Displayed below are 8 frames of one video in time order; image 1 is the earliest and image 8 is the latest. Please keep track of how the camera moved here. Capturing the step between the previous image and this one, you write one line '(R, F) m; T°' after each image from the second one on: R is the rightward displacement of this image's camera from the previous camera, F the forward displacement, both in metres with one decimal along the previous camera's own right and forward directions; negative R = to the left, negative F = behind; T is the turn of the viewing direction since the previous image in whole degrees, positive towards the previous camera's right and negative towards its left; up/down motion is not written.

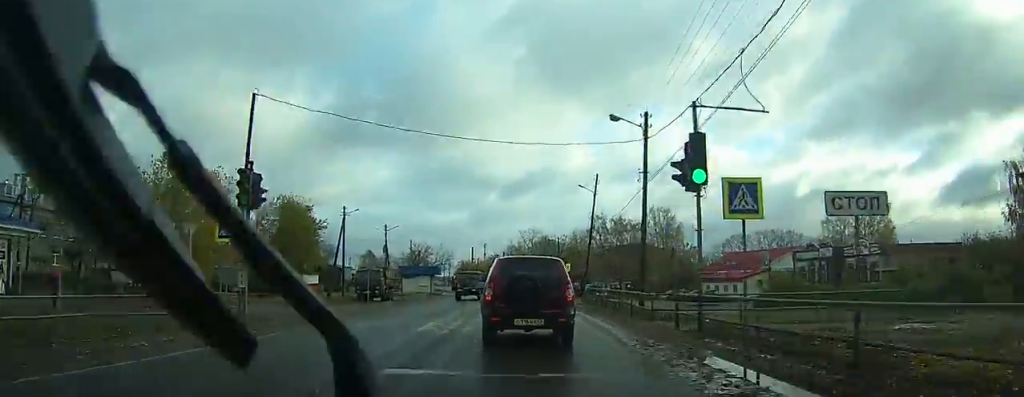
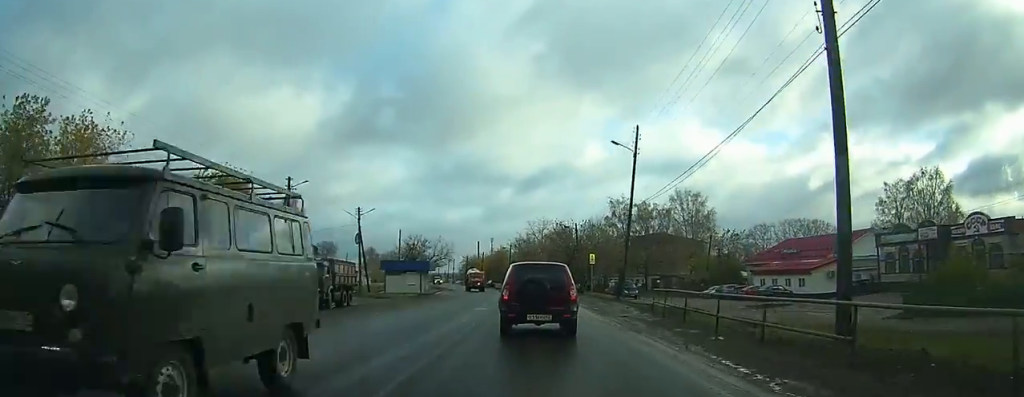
(-0.4, +15.5) m; -2°
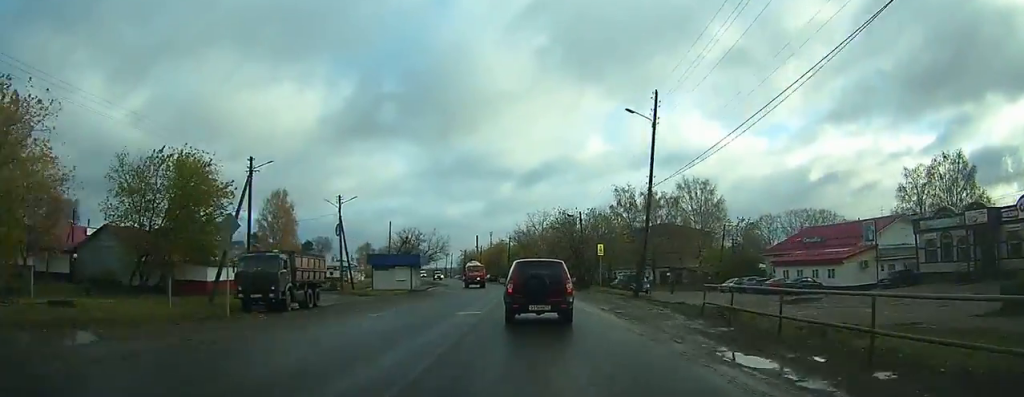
(-0.1, +5.8) m; 0°
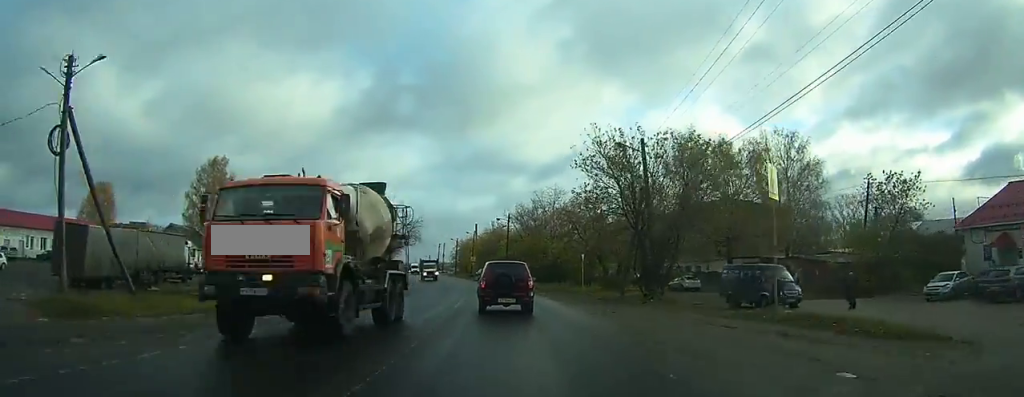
(+0.4, +33.9) m; 0°
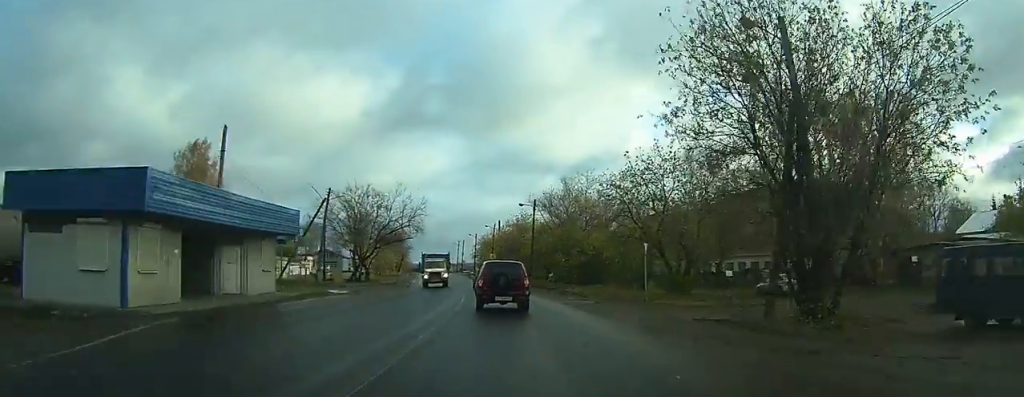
(-0.2, +16.2) m; -2°
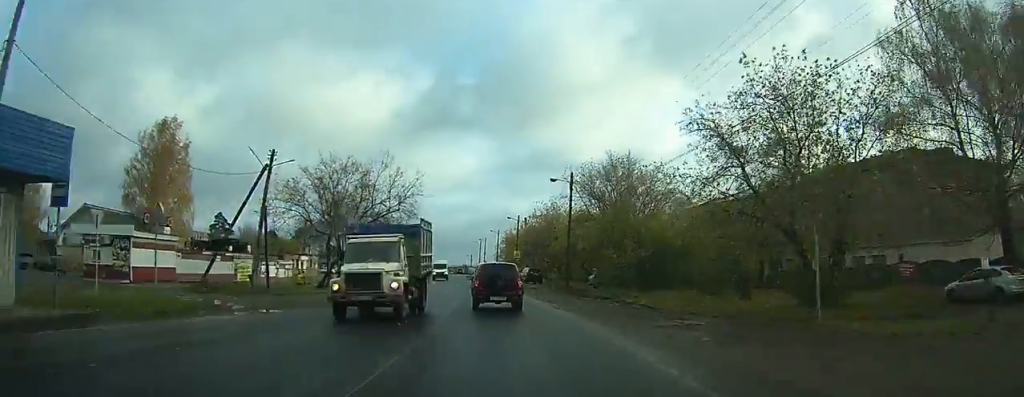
(-0.3, +17.2) m; -3°
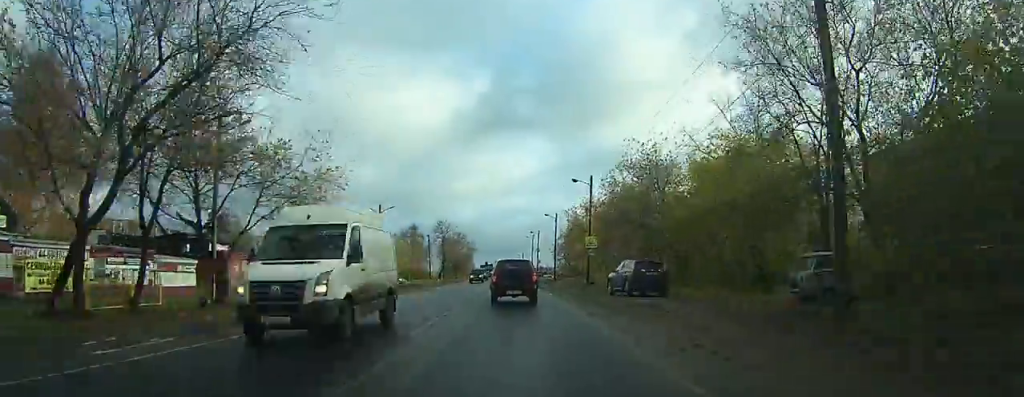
(-1.6, +34.6) m; -4°
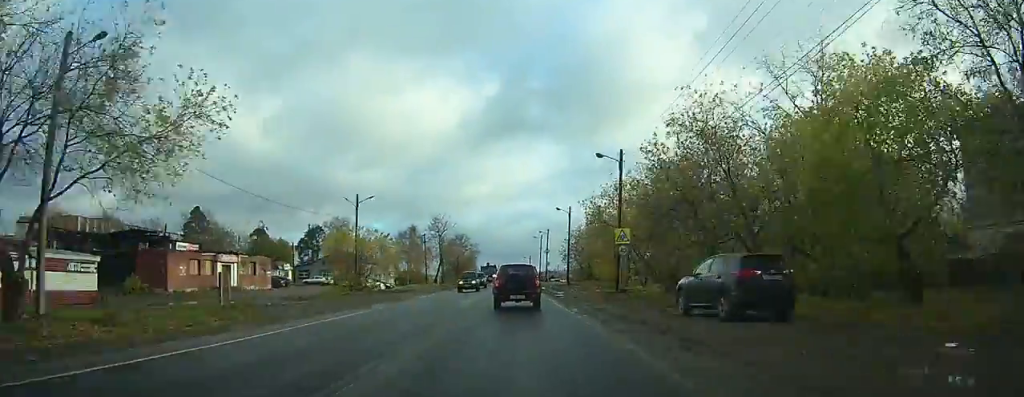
(-0.1, +11.9) m; -1°
